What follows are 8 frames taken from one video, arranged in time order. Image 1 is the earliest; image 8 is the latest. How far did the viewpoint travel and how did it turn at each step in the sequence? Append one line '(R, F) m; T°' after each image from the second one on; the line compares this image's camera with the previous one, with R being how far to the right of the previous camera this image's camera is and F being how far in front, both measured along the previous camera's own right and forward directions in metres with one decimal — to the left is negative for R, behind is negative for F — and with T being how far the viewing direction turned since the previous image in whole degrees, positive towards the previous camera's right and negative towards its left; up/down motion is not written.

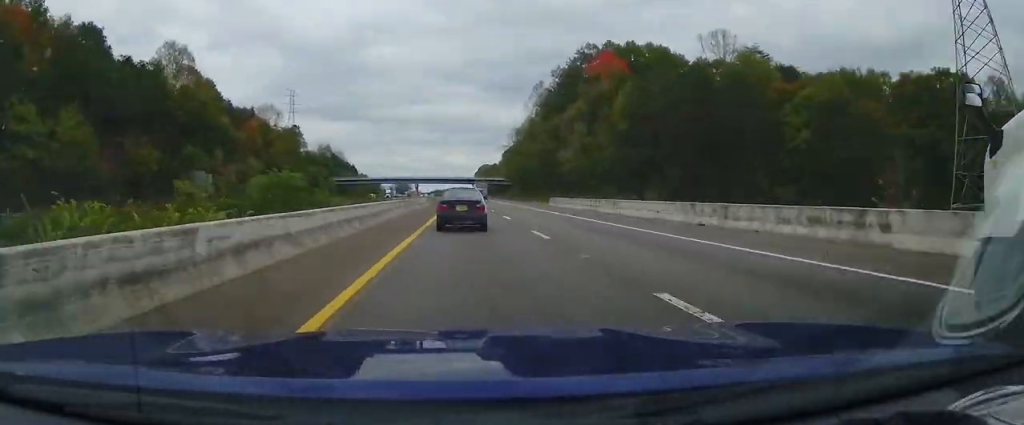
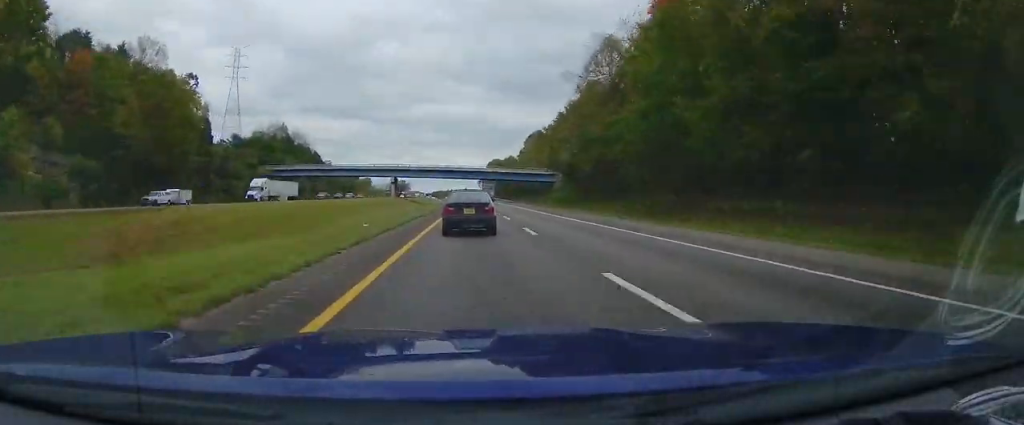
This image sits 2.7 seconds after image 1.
(-0.5, +83.7) m; 0°
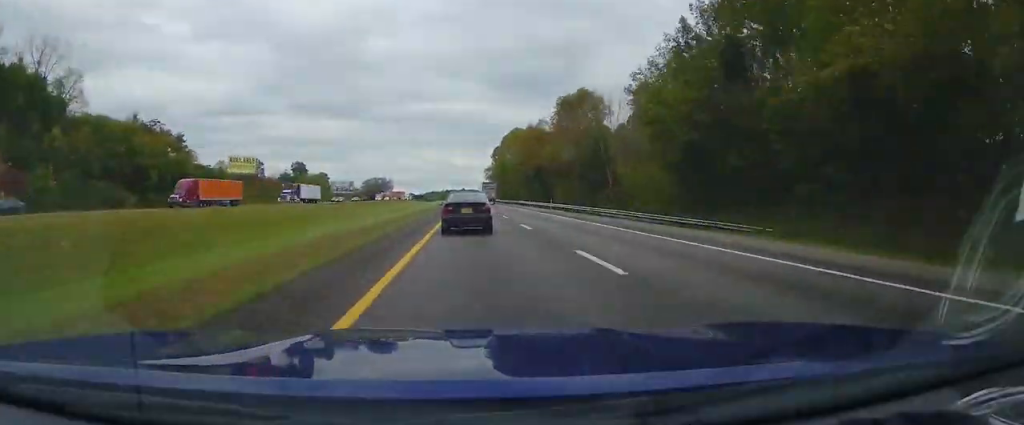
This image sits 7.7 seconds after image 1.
(-0.1, +158.1) m; 0°
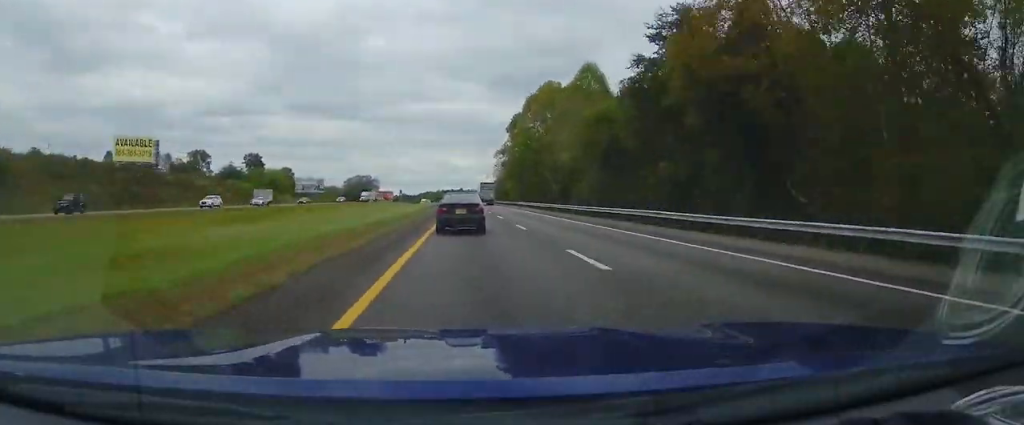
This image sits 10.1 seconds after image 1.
(-0.2, +75.1) m; 0°
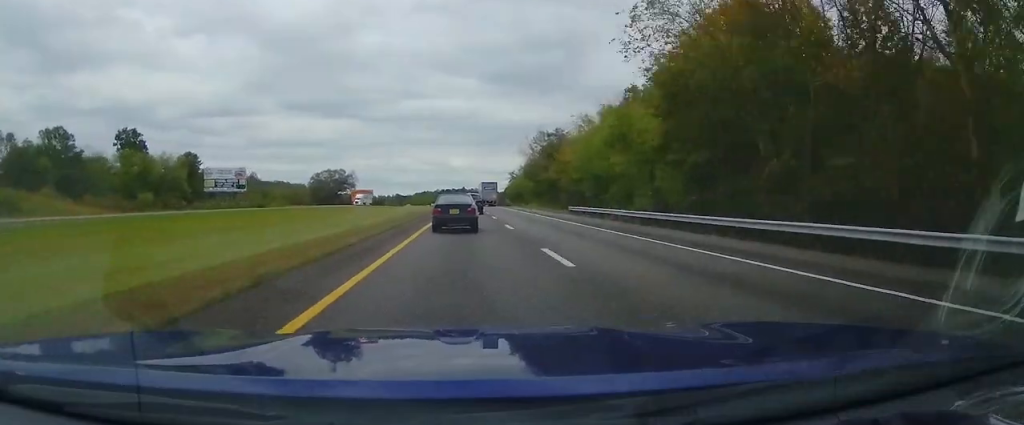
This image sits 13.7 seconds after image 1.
(+0.1, +113.5) m; +1°
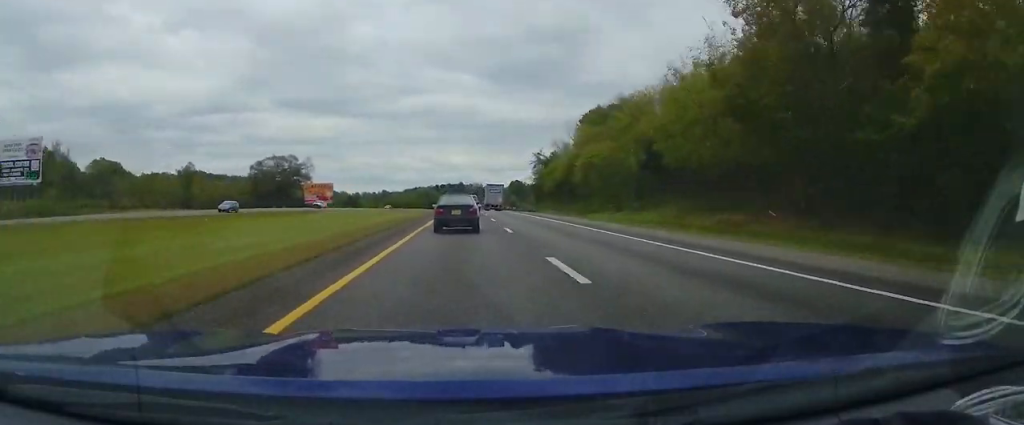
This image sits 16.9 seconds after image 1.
(+0.7, +101.4) m; +2°
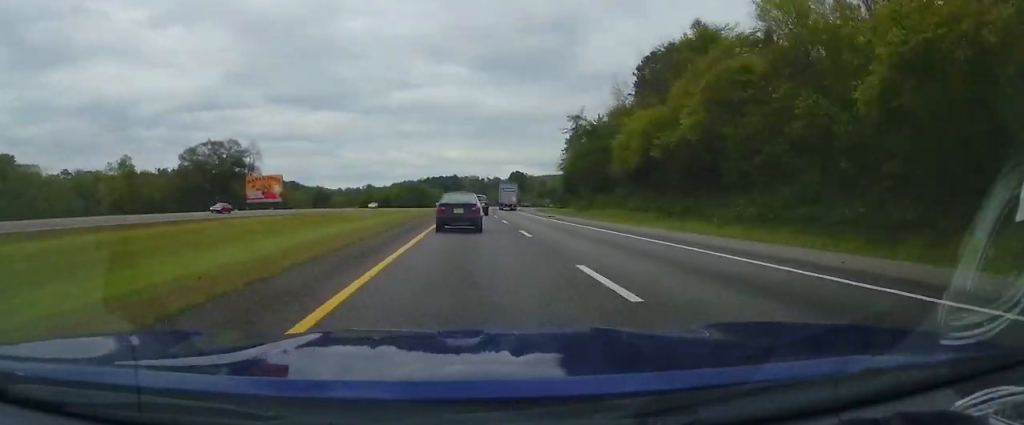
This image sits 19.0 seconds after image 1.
(-1.3, +63.7) m; +2°
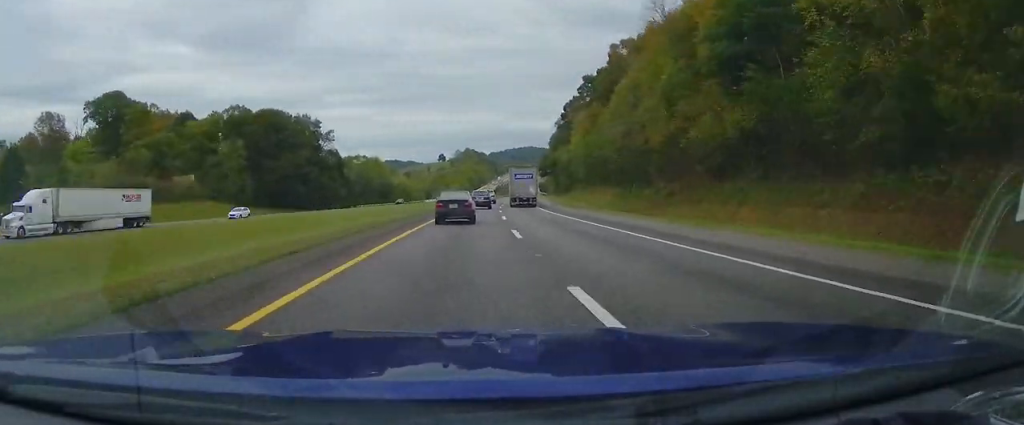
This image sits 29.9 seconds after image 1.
(+82.5, +341.6) m; +26°
